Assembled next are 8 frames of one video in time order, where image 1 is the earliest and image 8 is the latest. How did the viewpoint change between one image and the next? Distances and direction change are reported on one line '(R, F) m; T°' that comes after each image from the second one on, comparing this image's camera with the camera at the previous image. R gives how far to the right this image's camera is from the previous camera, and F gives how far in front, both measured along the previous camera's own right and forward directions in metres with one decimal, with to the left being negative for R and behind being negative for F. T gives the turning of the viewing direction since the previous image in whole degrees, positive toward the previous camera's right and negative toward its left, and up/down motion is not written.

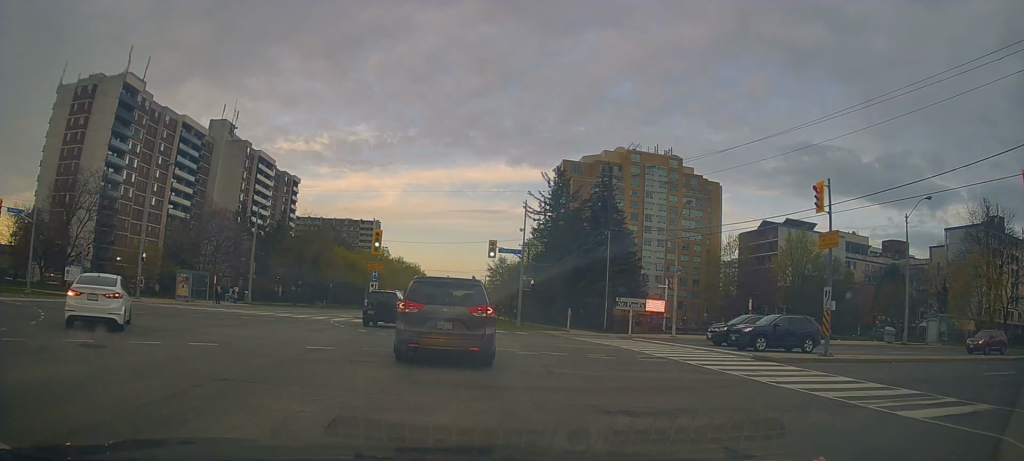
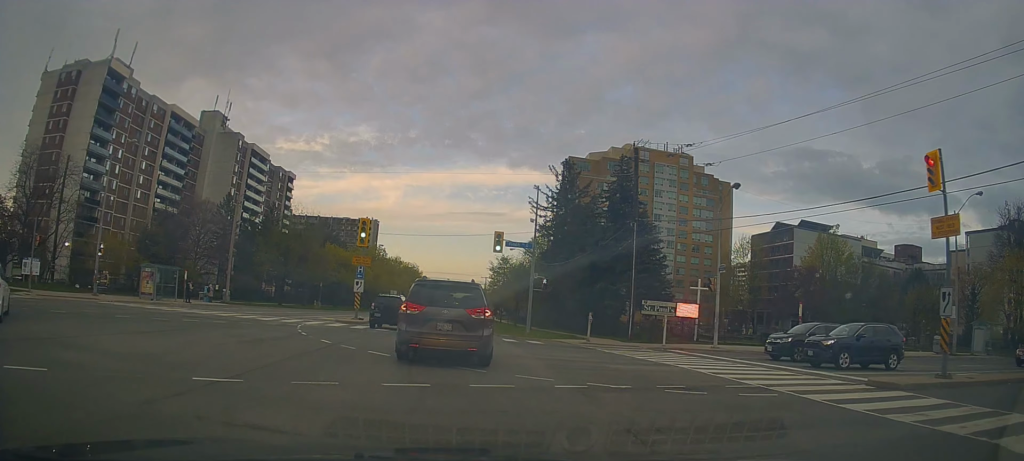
(-0.1, +5.6) m; -1°
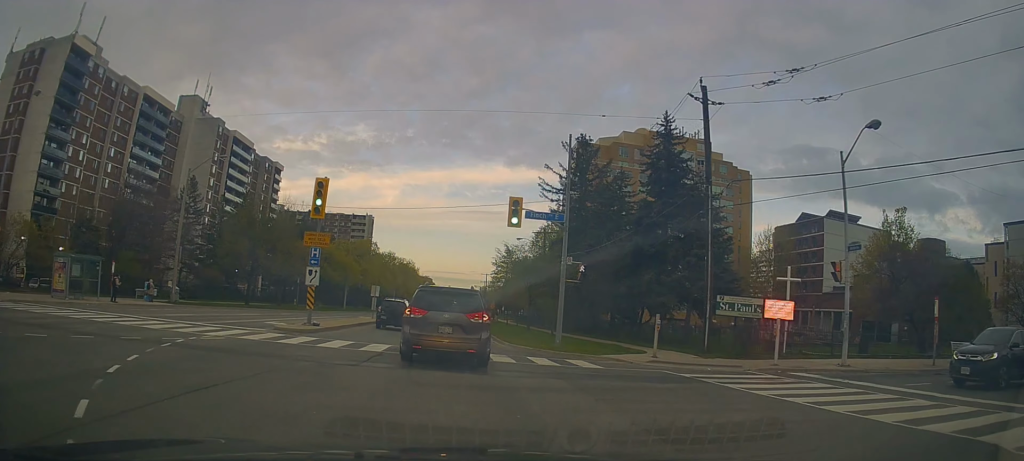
(-0.1, +10.4) m; +1°
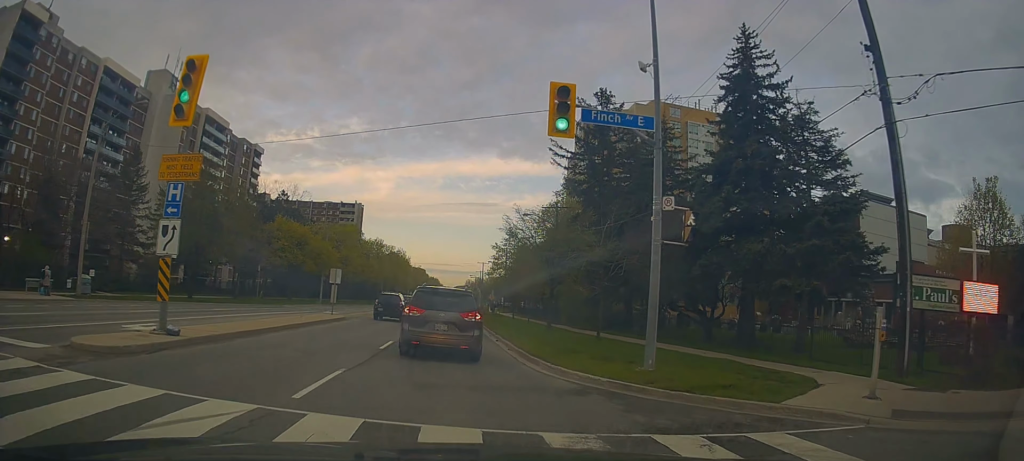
(+0.3, +11.6) m; 0°
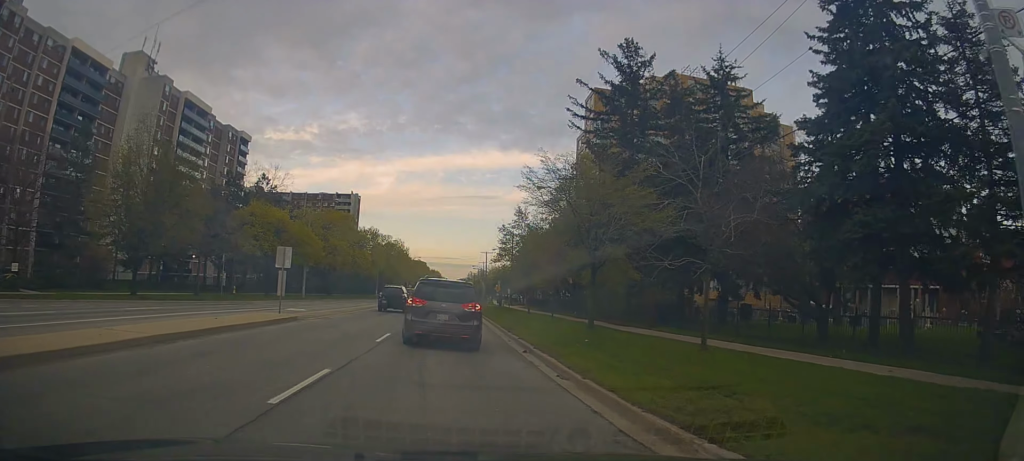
(-0.3, +9.2) m; -2°
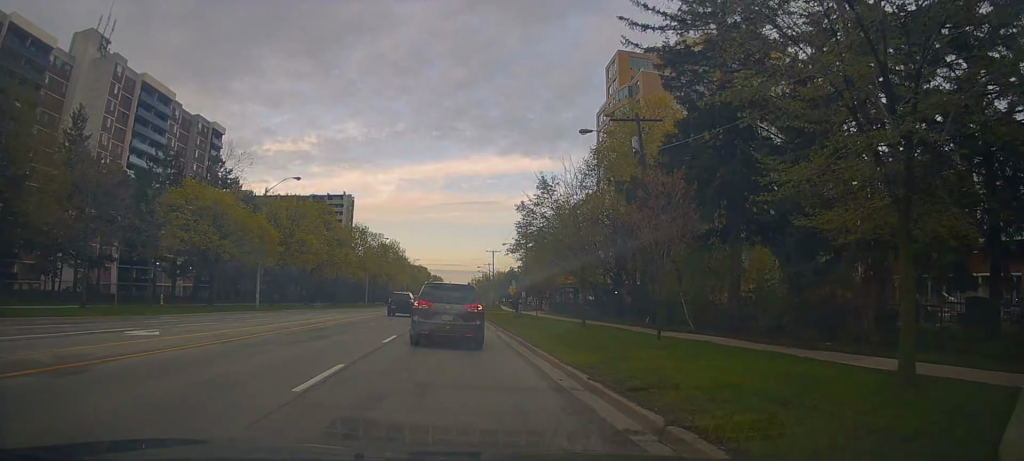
(-0.3, +15.9) m; +3°
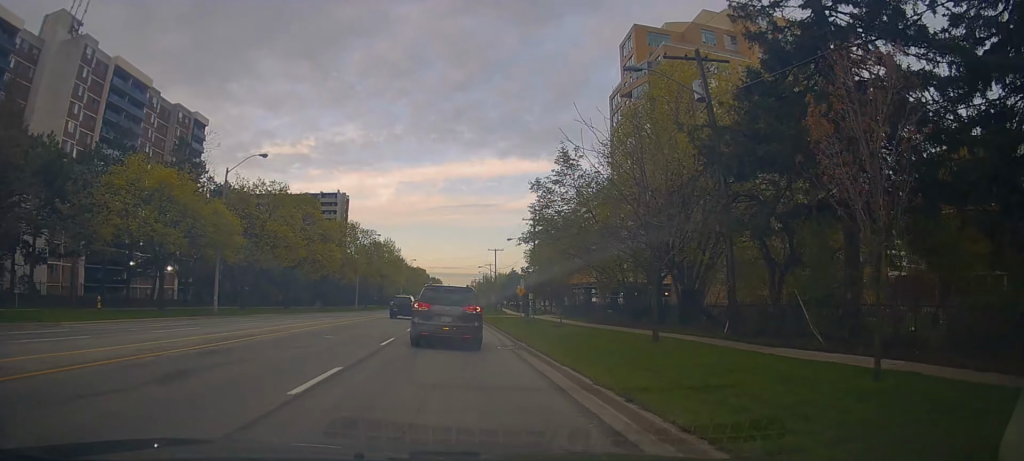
(+0.4, +9.0) m; 0°
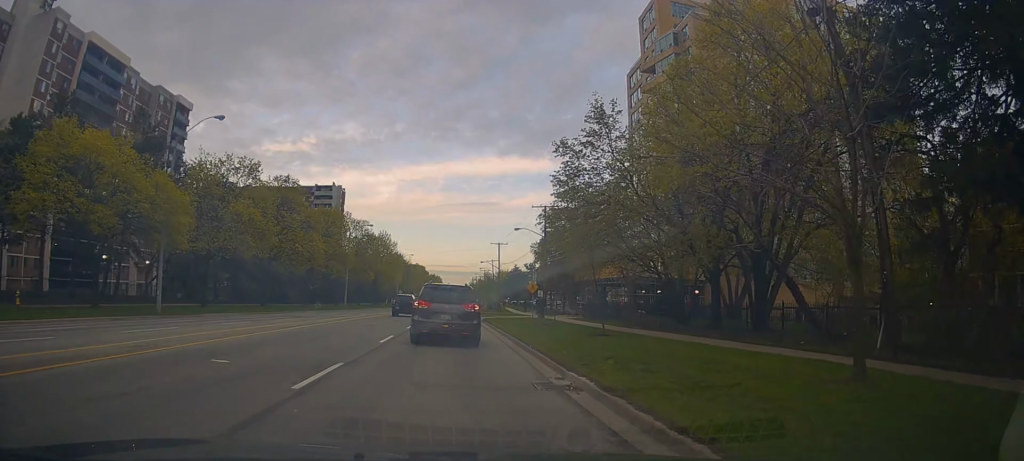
(+0.2, +8.5) m; -1°
